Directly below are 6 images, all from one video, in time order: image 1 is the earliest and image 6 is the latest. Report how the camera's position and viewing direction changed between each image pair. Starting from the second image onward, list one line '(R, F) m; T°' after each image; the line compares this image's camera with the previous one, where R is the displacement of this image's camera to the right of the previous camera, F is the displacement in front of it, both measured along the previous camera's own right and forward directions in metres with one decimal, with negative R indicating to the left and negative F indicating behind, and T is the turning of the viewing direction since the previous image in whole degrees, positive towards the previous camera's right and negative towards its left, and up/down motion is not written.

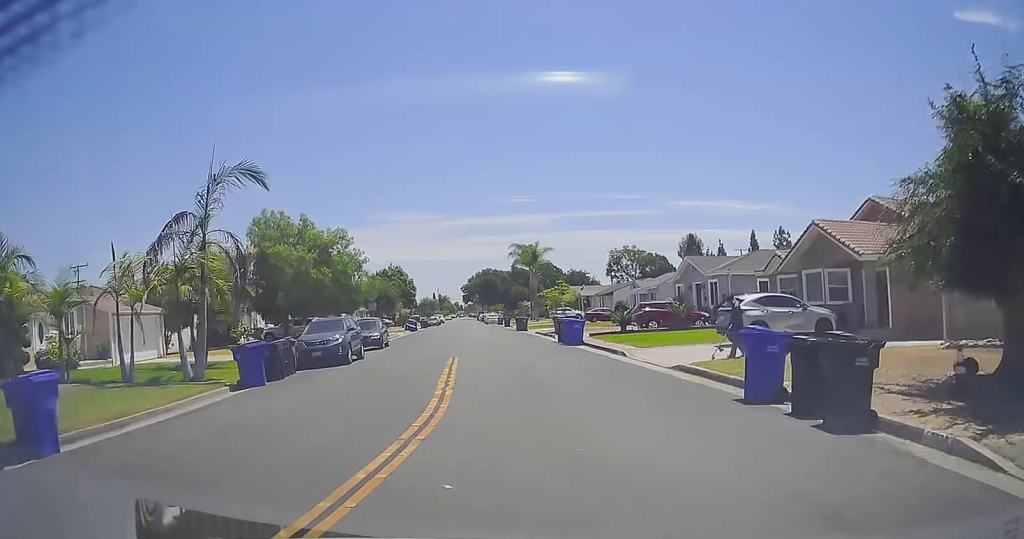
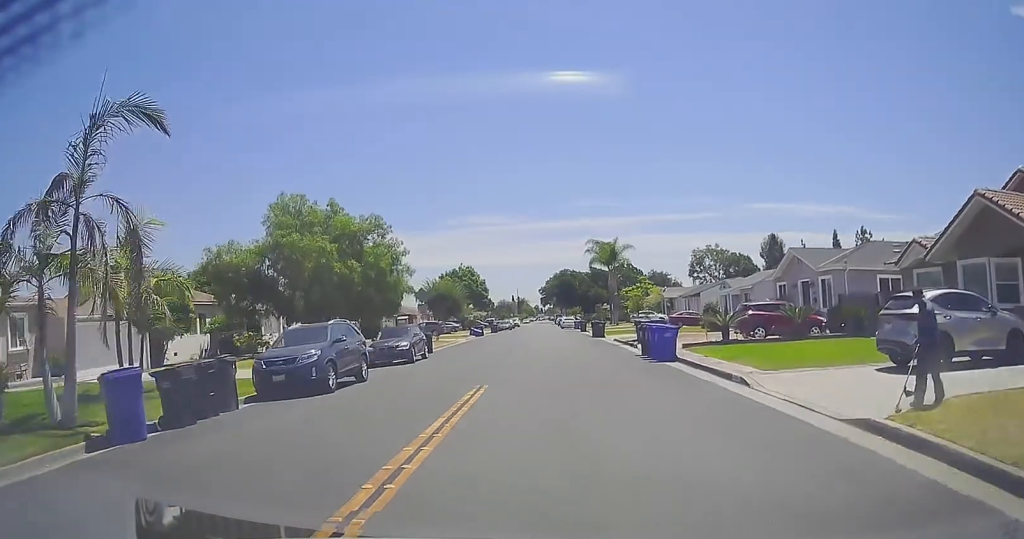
(-0.6, +7.9) m; -9°
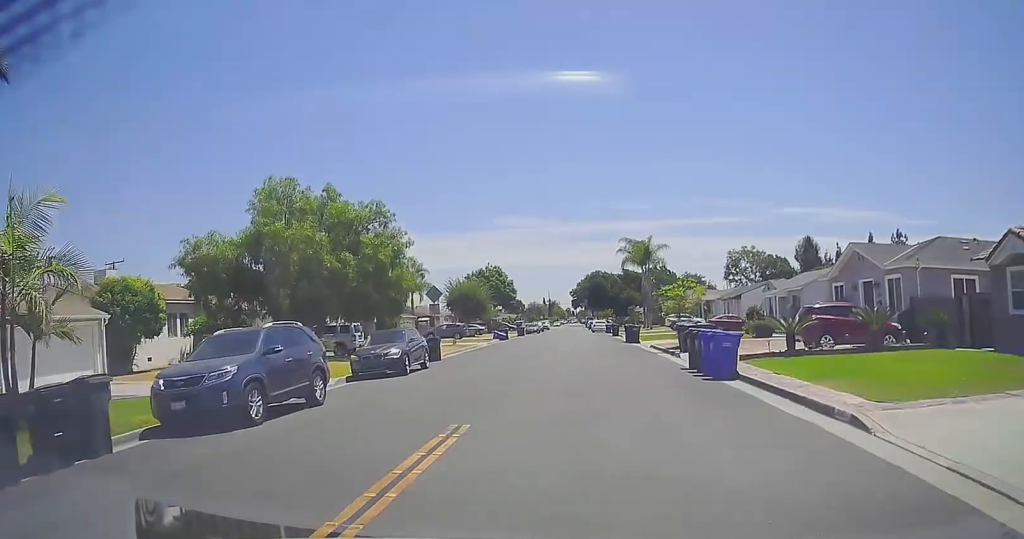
(-0.4, +5.0) m; -2°
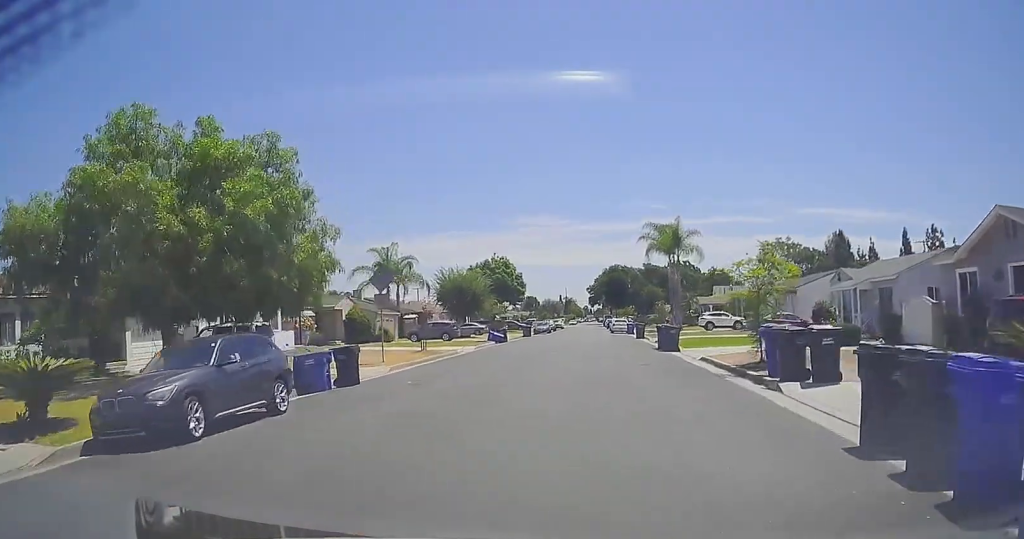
(-0.3, +12.4) m; -1°
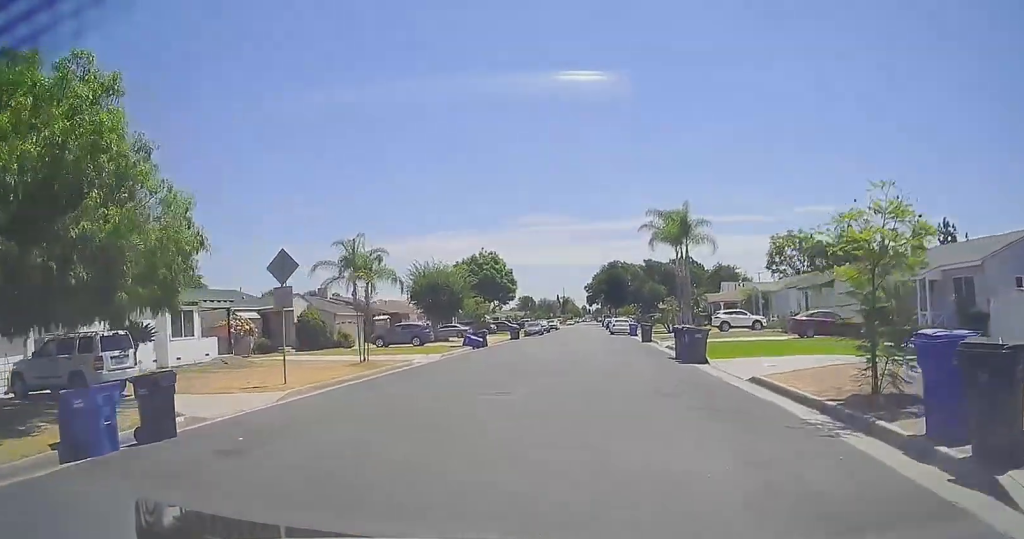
(+0.2, +8.4) m; 0°
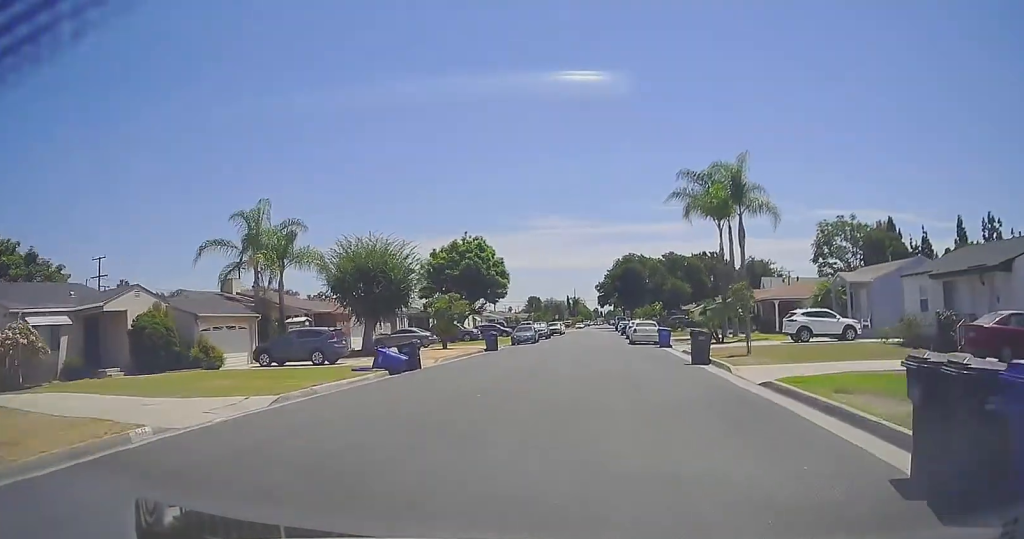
(-0.3, +18.8) m; -2°
